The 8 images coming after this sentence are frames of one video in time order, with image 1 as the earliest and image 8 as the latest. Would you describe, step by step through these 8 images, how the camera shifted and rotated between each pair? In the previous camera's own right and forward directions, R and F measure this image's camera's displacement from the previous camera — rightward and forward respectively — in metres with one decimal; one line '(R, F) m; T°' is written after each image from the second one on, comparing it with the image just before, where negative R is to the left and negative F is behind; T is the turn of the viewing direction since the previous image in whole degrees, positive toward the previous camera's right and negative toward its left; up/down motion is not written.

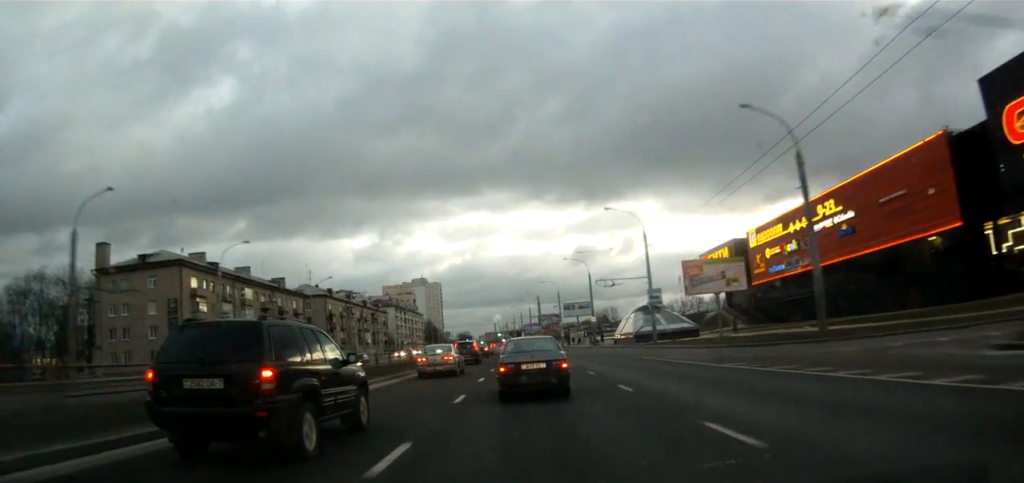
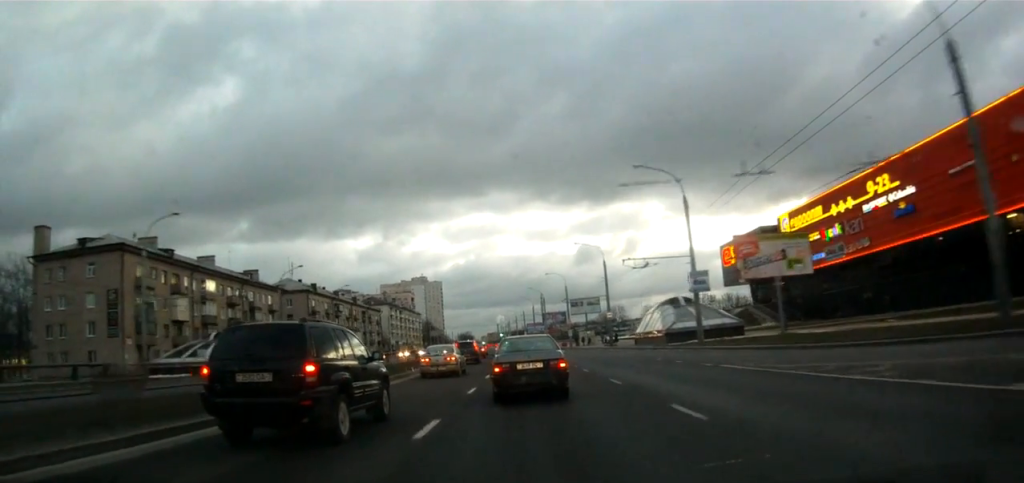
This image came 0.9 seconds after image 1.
(-0.8, +13.7) m; -2°
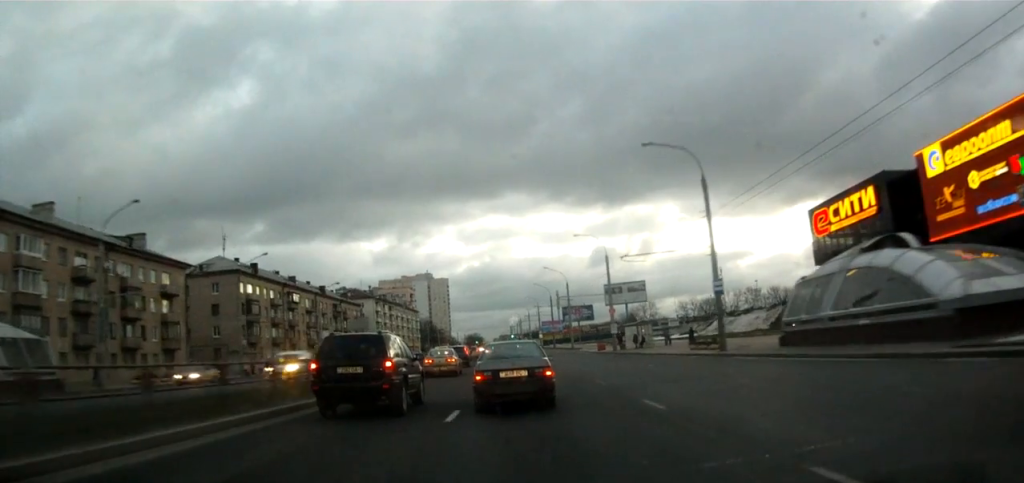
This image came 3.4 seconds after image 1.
(+0.7, +37.6) m; +3°
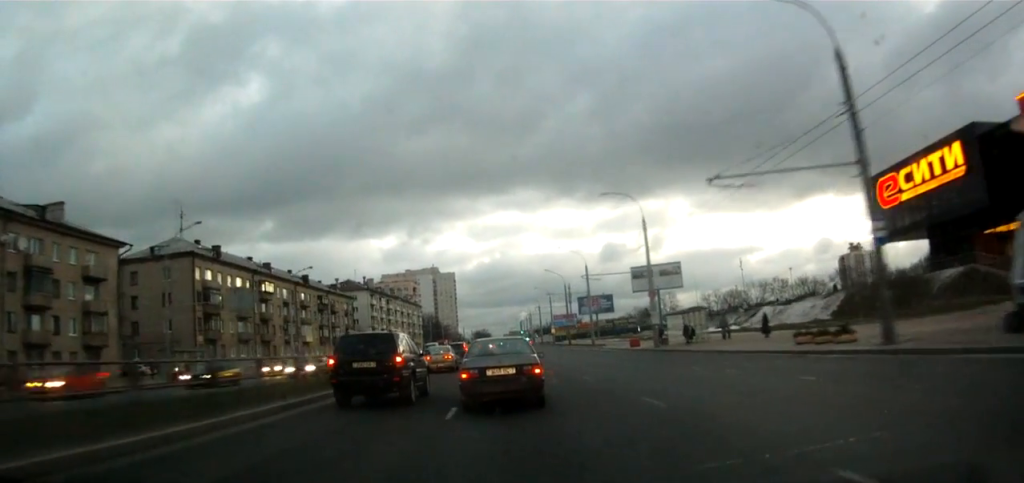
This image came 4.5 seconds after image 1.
(+0.5, +16.4) m; +5°
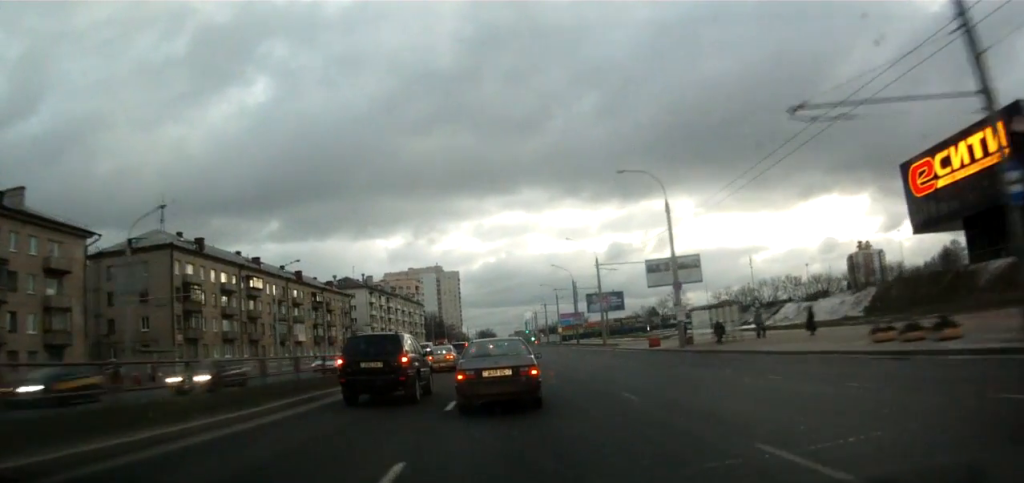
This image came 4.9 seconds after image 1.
(+0.3, +6.4) m; +2°
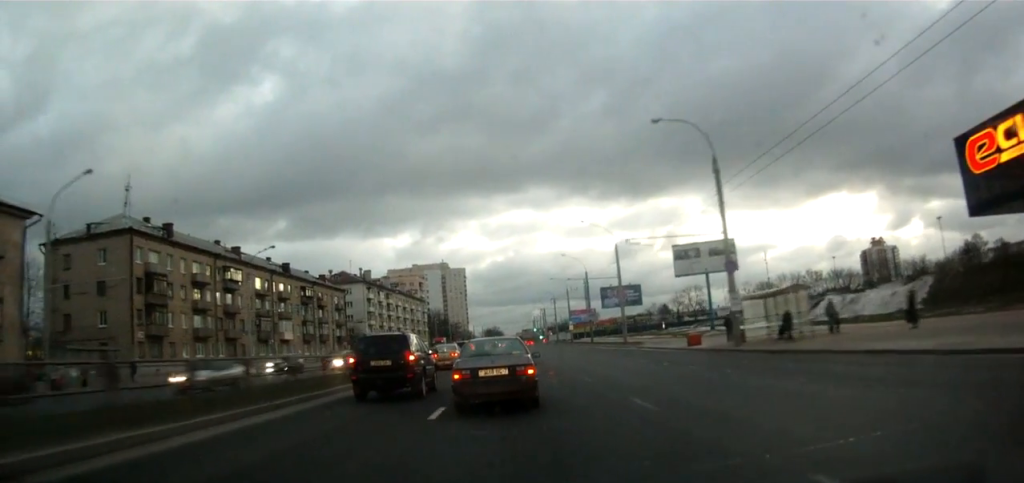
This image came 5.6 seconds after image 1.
(+0.1, +9.3) m; 0°
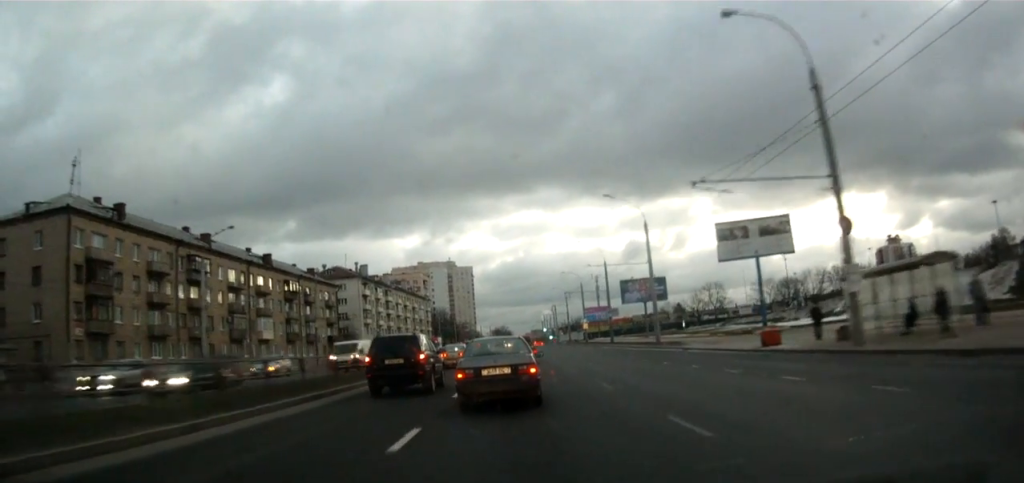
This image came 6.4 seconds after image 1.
(-0.1, +11.5) m; -2°
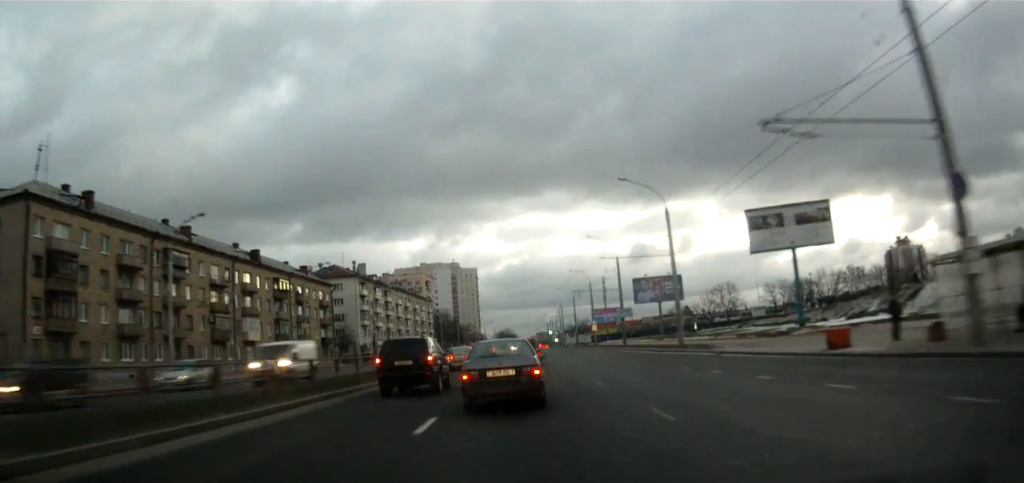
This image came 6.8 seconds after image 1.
(-0.1, +6.3) m; -2°
